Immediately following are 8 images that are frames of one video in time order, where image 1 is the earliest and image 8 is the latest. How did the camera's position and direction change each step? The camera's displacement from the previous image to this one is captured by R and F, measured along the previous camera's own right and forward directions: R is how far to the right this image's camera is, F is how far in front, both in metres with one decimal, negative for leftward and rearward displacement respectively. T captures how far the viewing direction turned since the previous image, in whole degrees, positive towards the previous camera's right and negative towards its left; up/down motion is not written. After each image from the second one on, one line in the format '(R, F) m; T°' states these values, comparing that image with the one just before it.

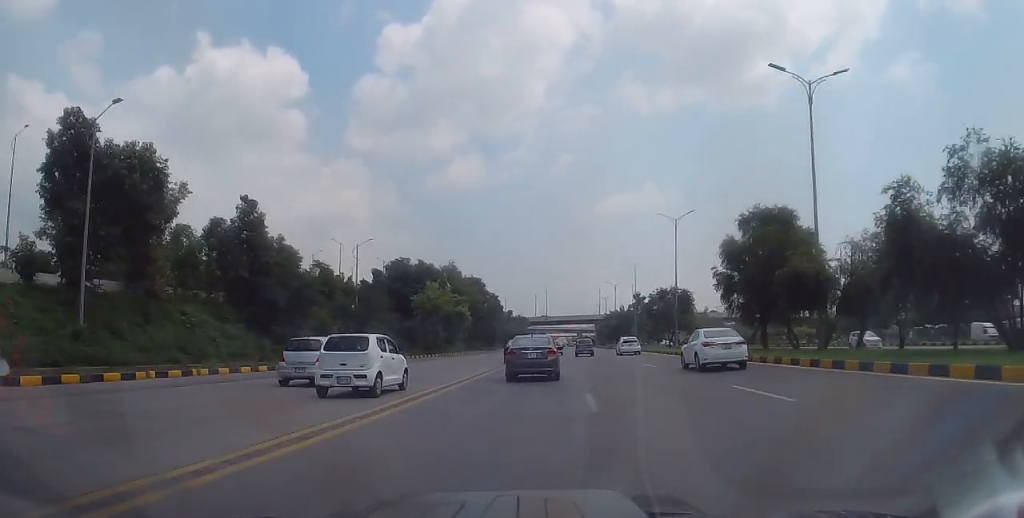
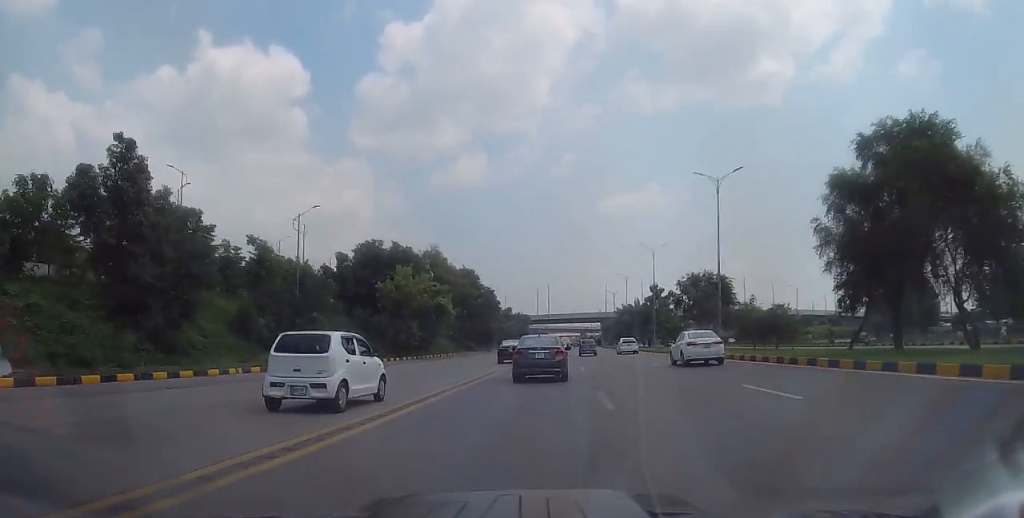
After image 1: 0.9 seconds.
(-0.5, +15.6) m; 0°
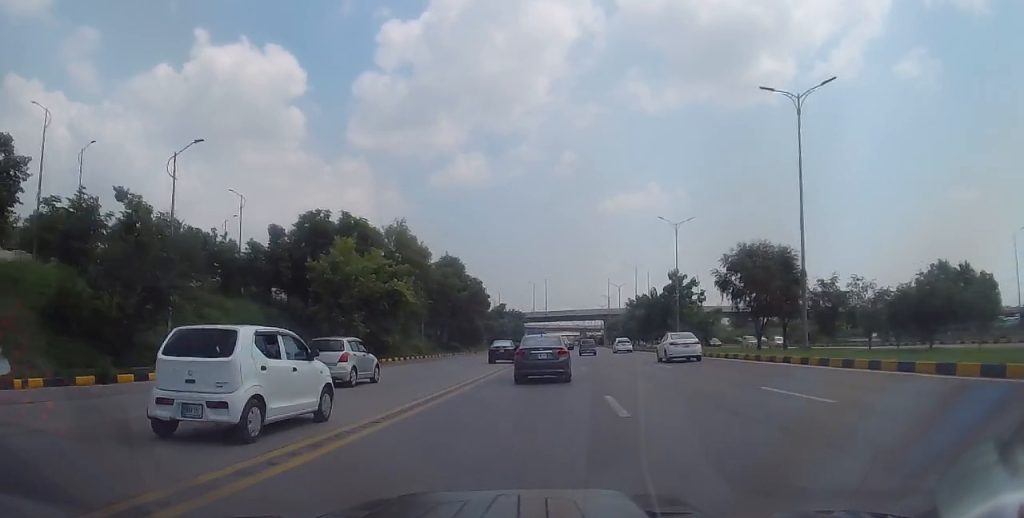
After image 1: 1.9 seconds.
(+0.3, +16.9) m; 0°
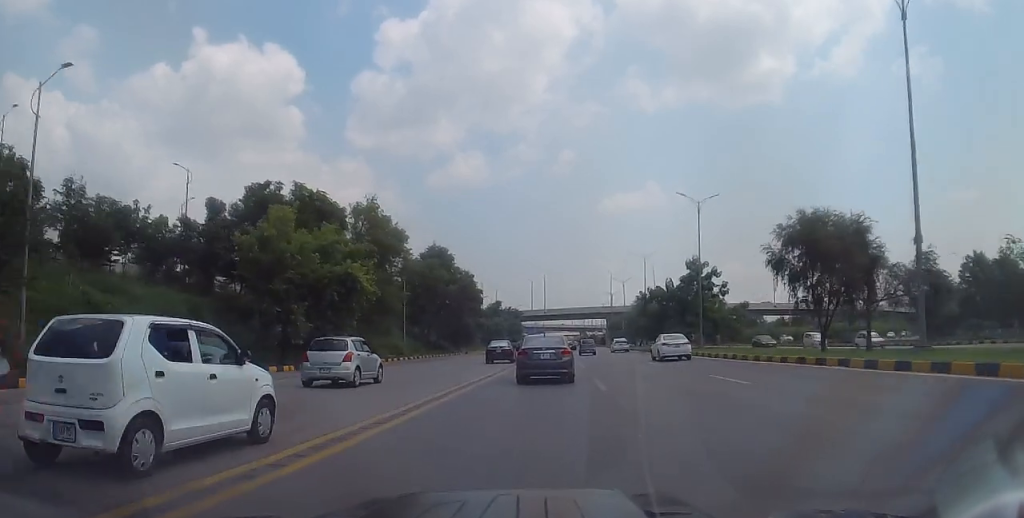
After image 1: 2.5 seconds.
(0.0, +10.5) m; 0°
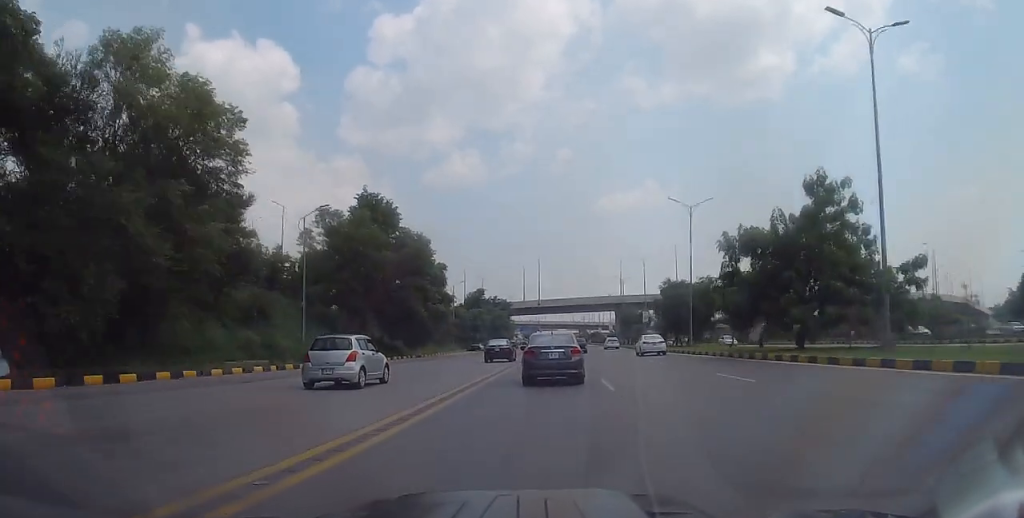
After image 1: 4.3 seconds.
(+0.1, +31.7) m; 0°
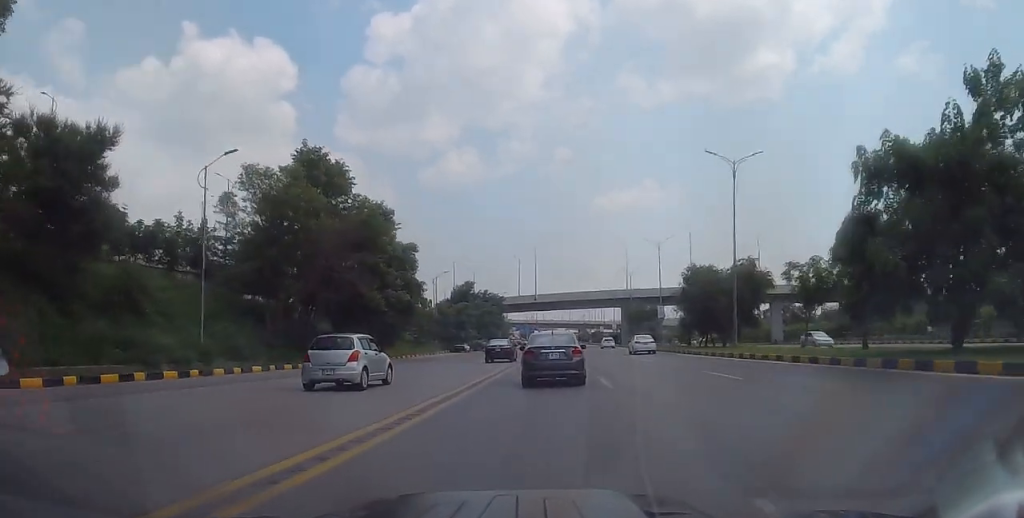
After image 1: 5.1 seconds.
(-0.4, +14.7) m; -1°
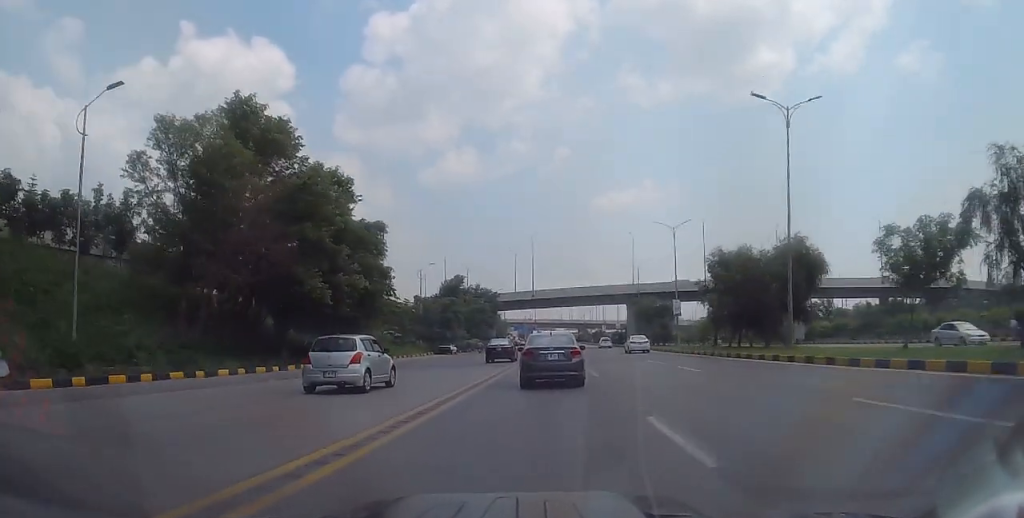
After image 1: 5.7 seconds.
(+0.1, +10.6) m; 0°
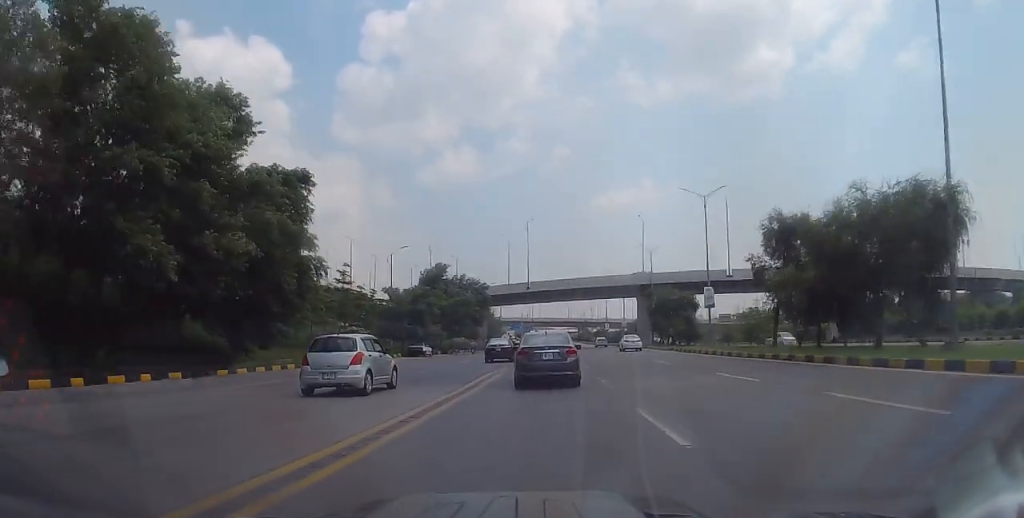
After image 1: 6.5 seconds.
(+0.1, +14.7) m; +1°
